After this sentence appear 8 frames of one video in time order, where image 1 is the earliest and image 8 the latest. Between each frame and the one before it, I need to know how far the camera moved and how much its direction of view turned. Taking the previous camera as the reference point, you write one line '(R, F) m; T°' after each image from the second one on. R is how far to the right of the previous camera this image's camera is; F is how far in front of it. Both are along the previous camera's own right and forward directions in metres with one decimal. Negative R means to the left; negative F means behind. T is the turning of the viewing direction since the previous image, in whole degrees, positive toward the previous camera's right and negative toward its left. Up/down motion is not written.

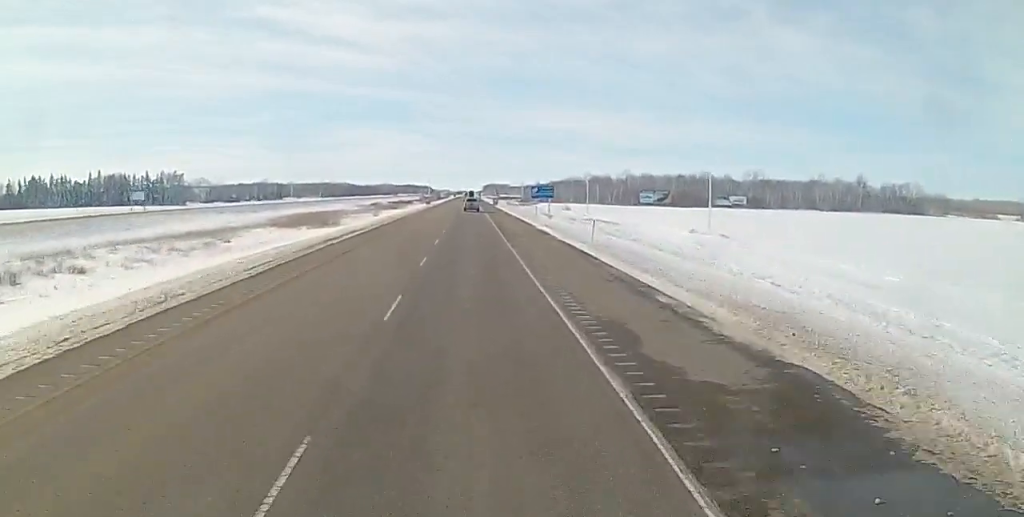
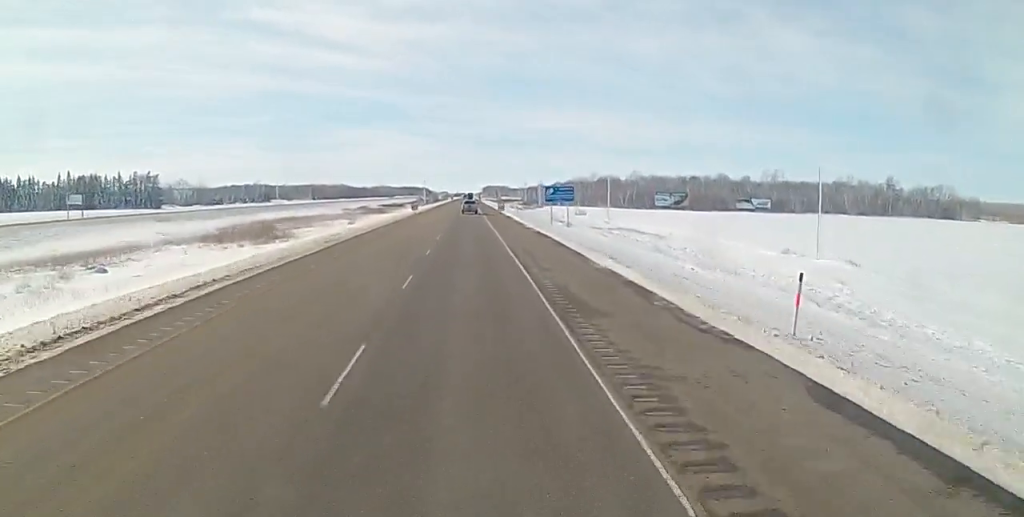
(0.0, +30.2) m; 0°
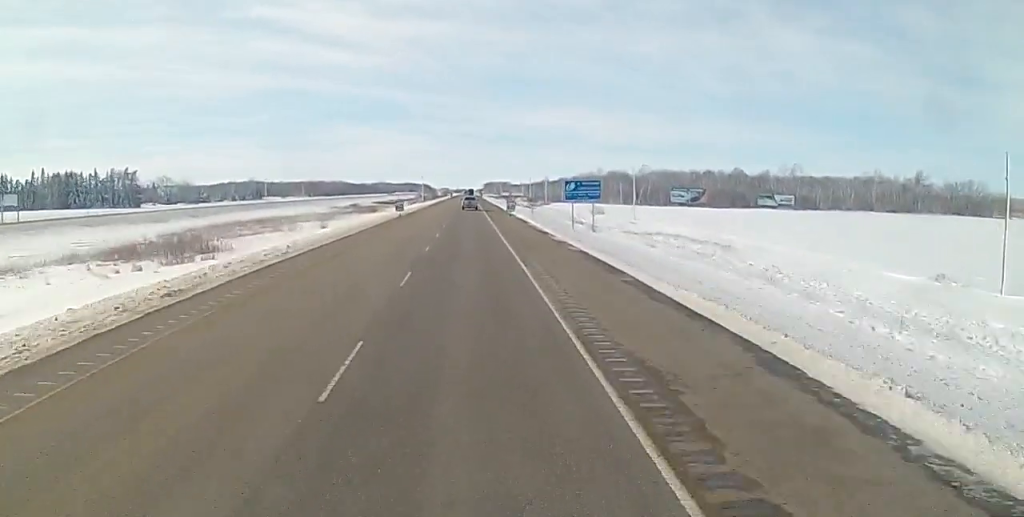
(0.0, +23.9) m; 0°
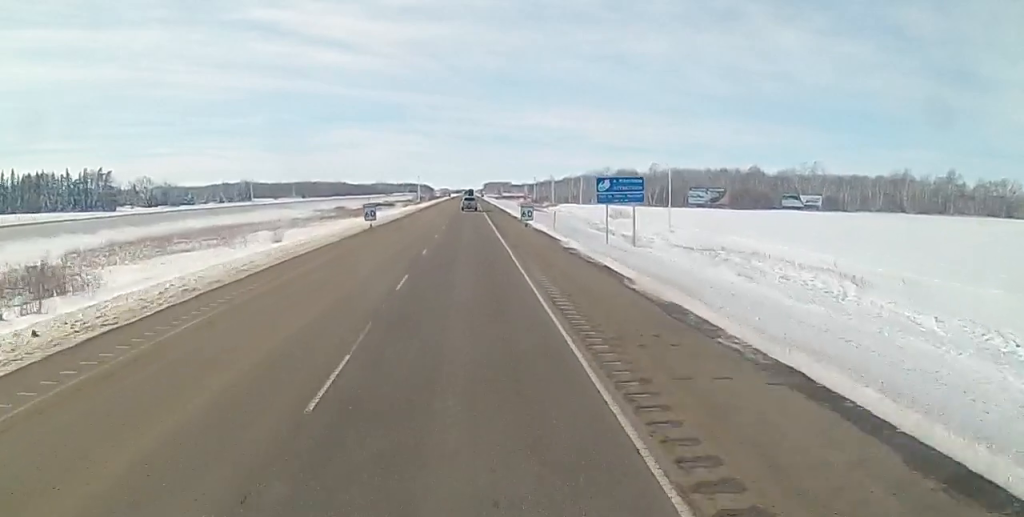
(0.0, +24.2) m; 0°
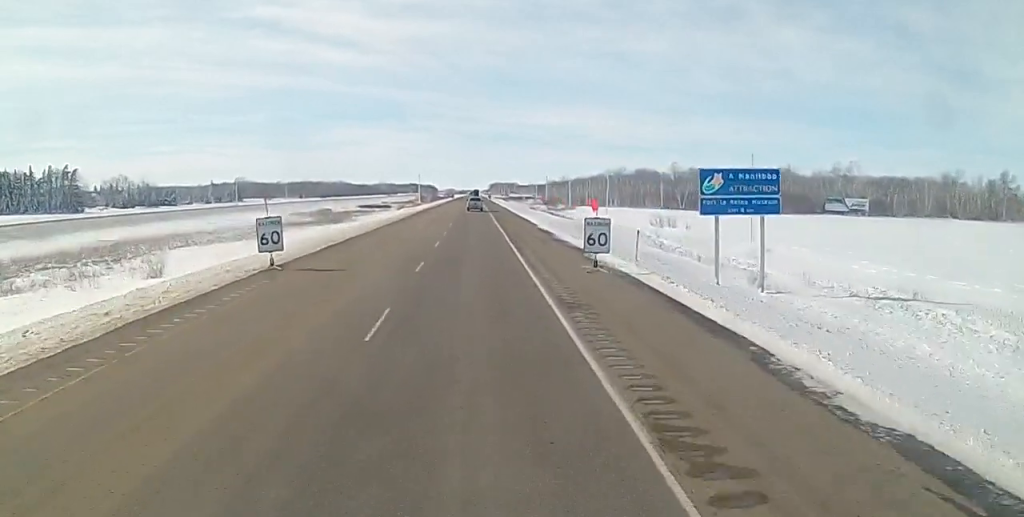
(0.0, +31.5) m; -1°
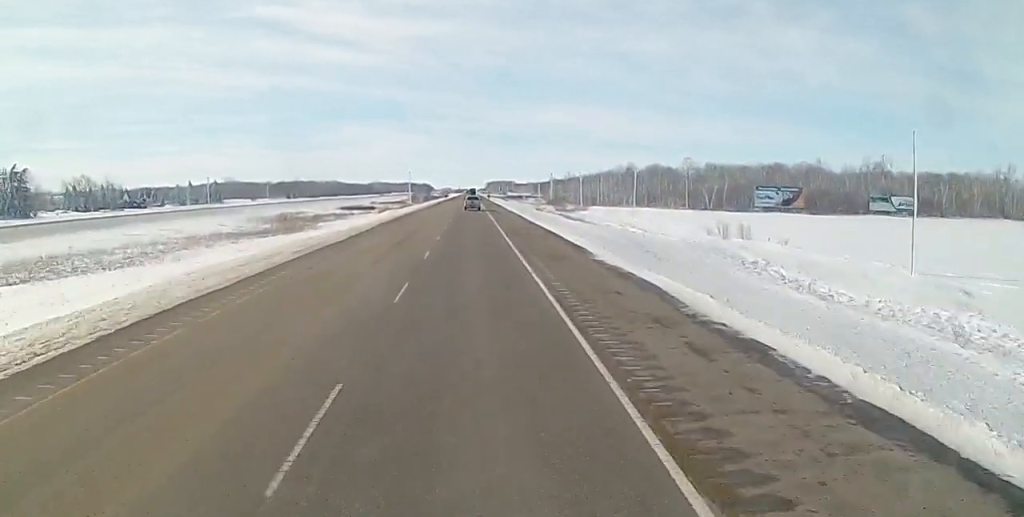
(-0.5, +31.3) m; 0°
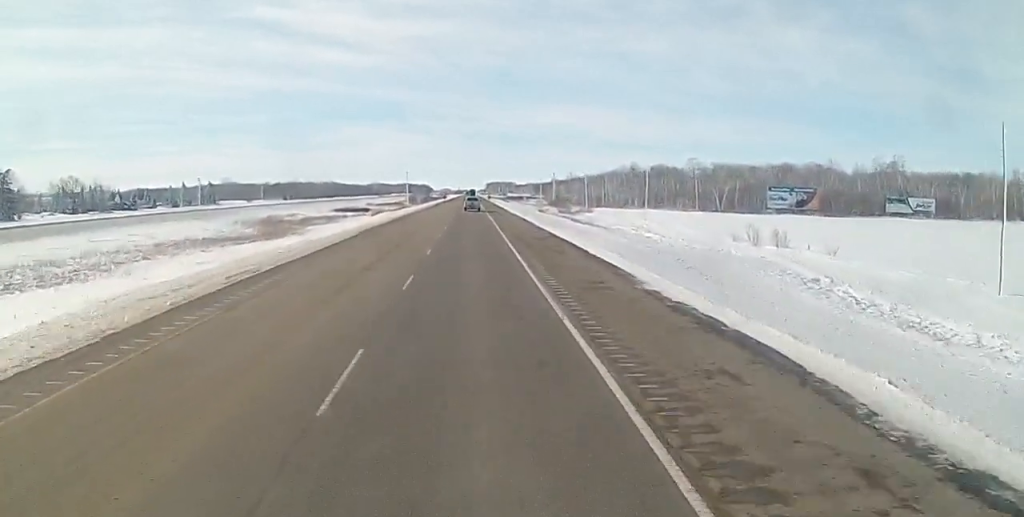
(+0.2, +9.5) m; +1°
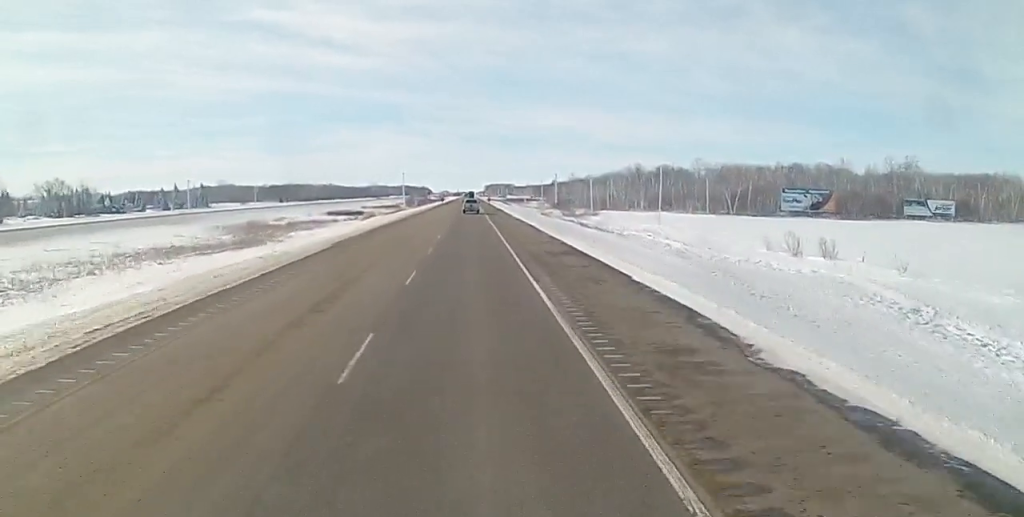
(+0.1, +10.2) m; +1°
